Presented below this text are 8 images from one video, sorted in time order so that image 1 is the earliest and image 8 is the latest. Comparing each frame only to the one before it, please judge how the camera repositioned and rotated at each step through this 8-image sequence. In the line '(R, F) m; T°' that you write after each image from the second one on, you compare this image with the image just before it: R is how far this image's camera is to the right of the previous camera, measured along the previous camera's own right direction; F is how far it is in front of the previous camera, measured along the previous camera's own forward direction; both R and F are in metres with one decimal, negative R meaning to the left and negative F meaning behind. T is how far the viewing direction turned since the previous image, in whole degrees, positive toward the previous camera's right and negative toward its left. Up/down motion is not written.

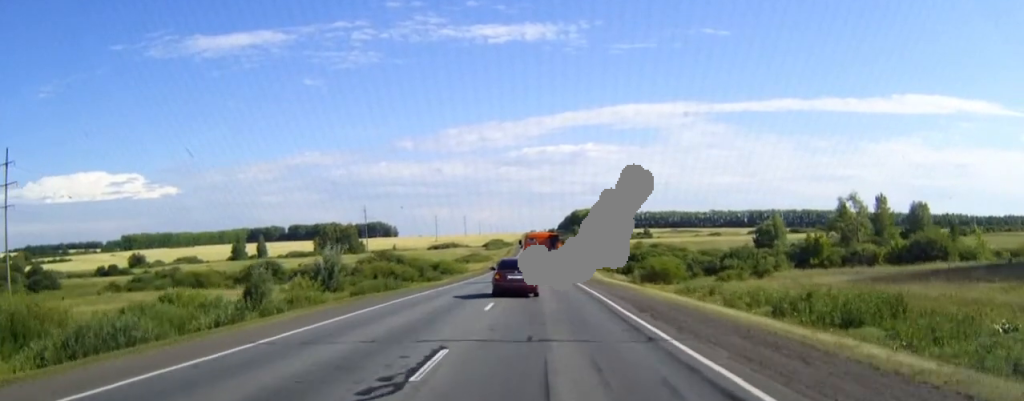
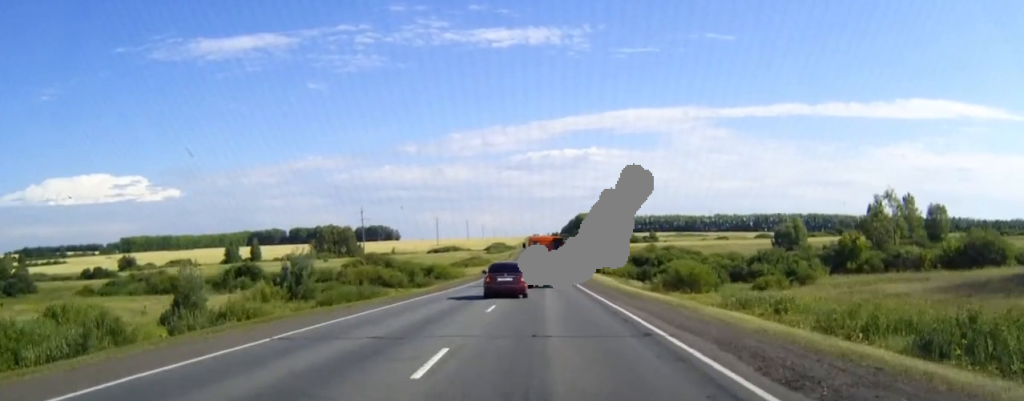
(0.0, +11.9) m; 0°
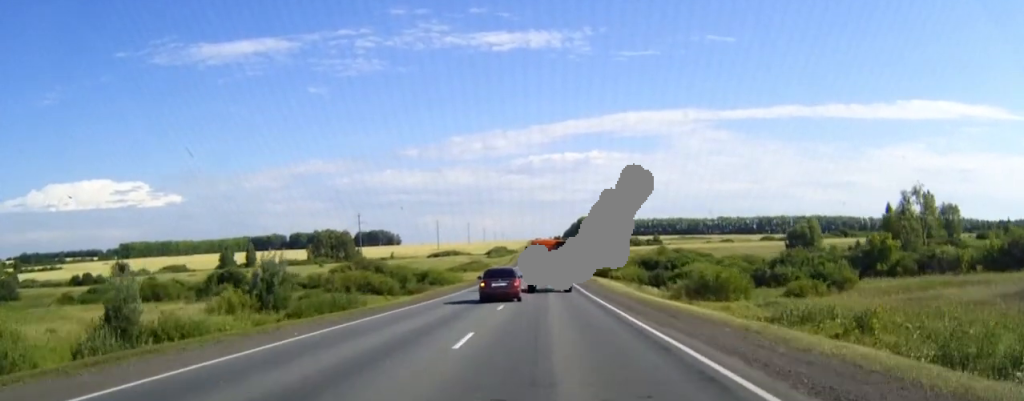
(0.0, +8.2) m; 0°
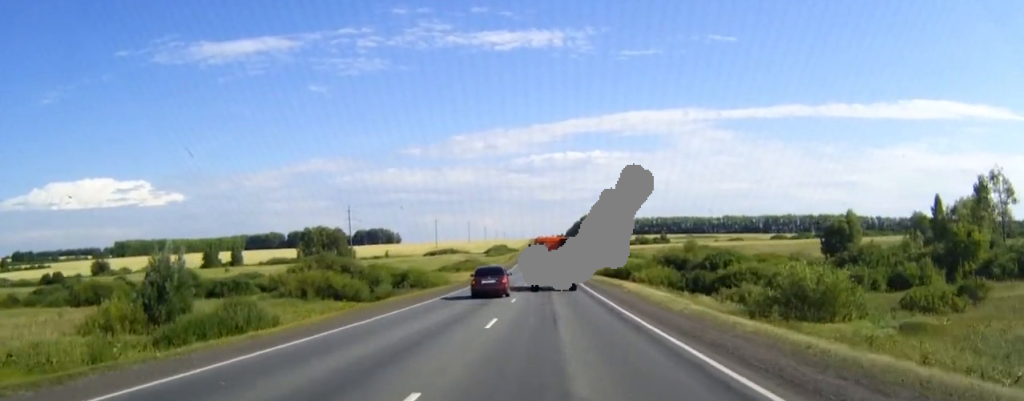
(0.0, +19.2) m; 0°
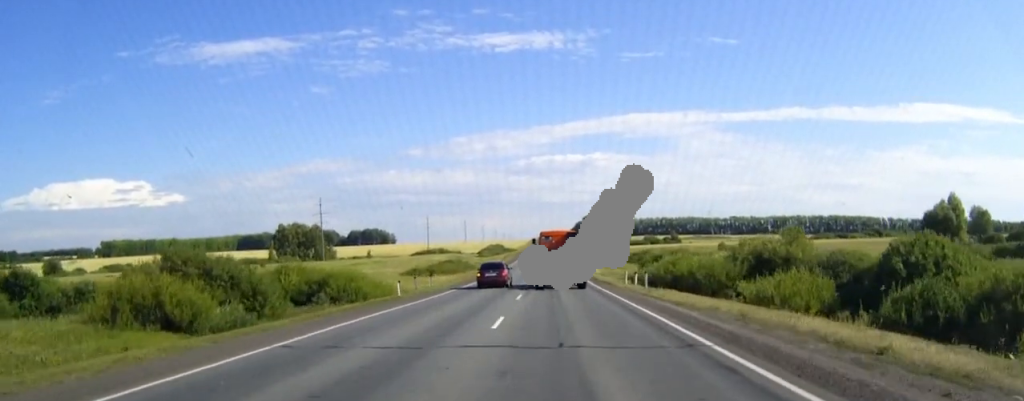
(-0.1, +37.7) m; 0°
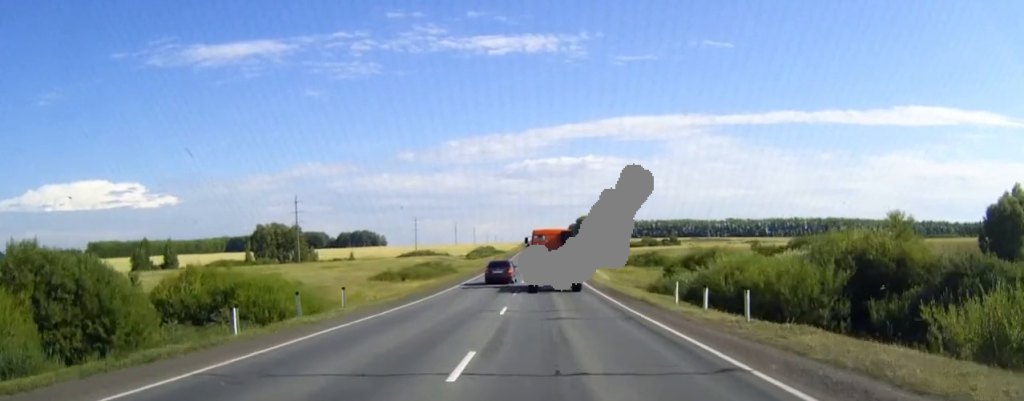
(0.0, +18.4) m; 0°
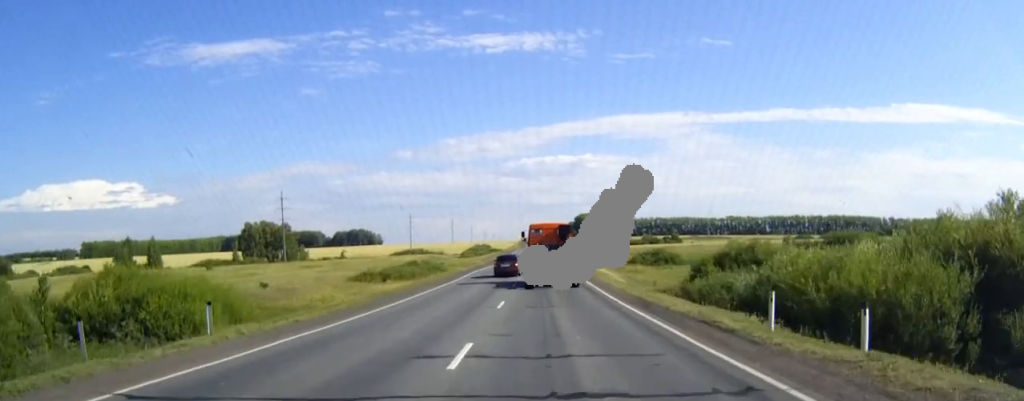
(0.0, +11.1) m; 0°
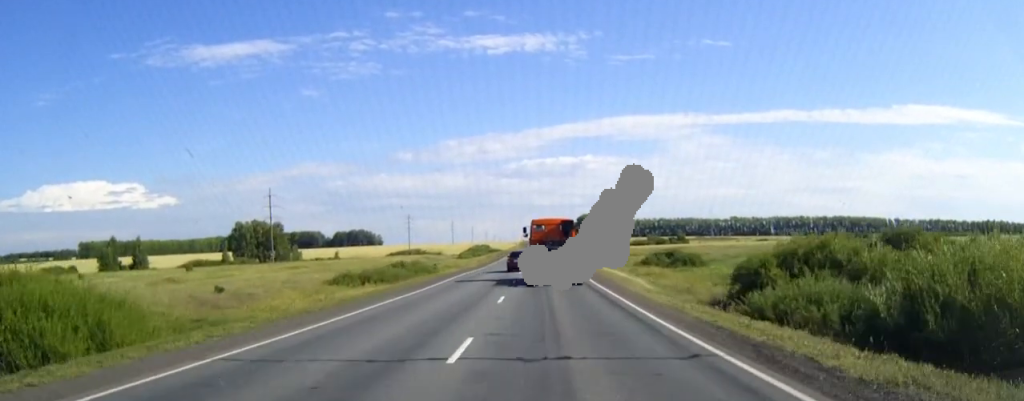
(0.0, +11.6) m; 0°
